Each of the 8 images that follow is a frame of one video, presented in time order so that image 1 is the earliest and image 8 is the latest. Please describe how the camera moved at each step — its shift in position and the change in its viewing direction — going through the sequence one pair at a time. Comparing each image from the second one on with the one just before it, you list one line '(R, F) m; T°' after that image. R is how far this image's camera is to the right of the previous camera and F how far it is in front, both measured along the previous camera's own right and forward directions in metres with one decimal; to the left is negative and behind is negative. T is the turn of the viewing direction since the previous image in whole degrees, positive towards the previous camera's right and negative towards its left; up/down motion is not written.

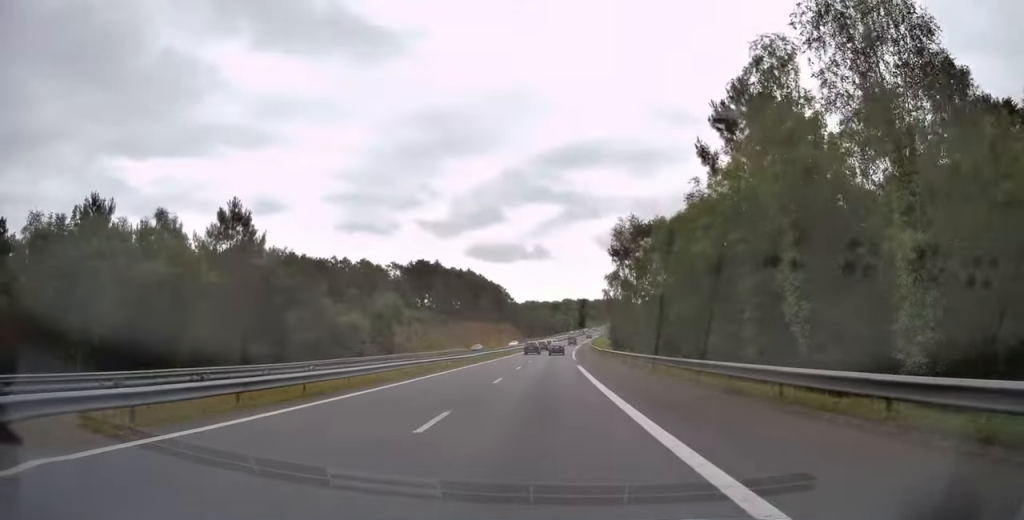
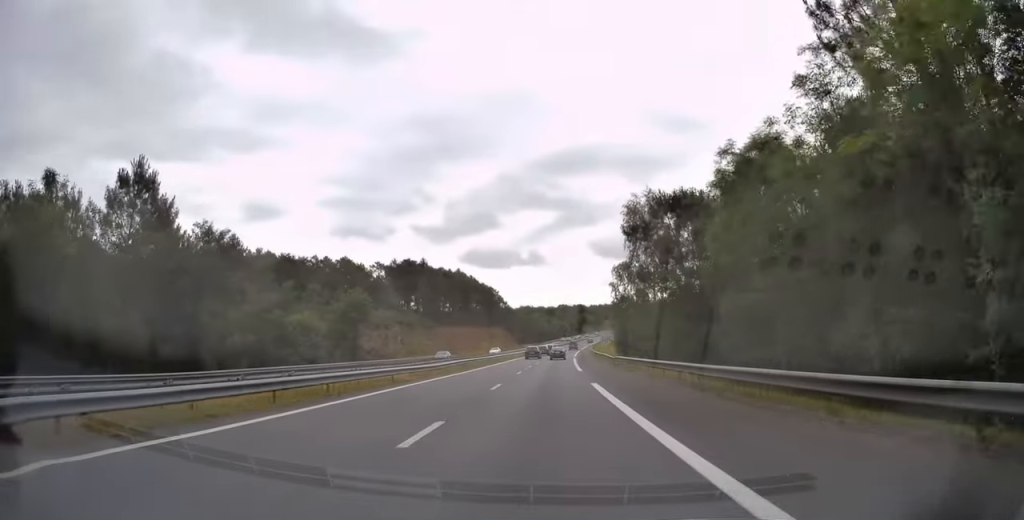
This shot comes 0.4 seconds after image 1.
(0.0, +14.0) m; 0°
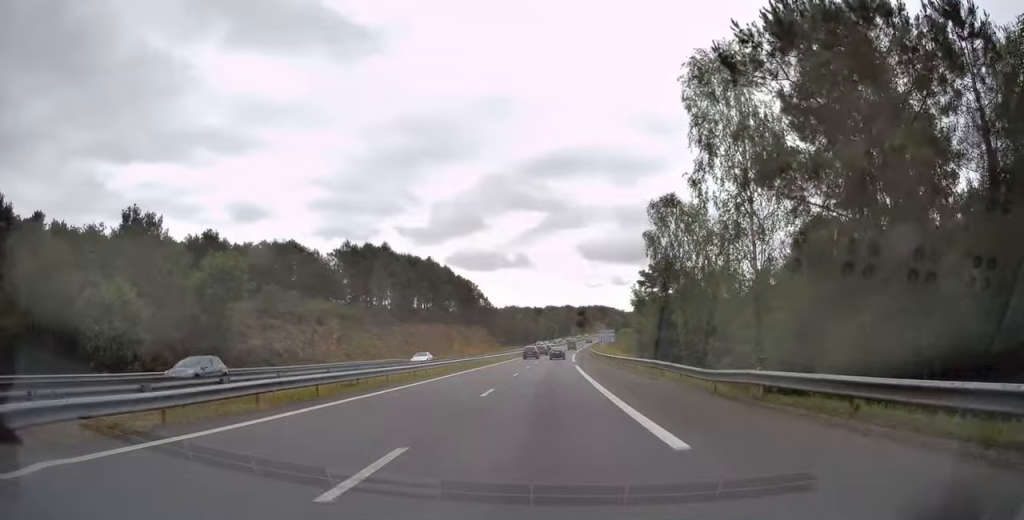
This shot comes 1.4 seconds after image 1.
(+0.1, +28.8) m; +2°
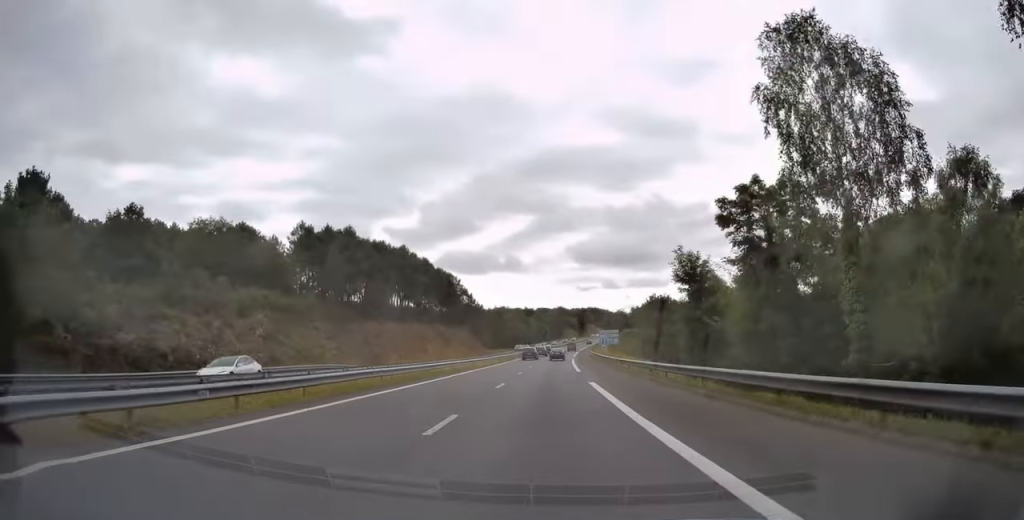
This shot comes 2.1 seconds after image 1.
(+0.5, +21.0) m; +1°
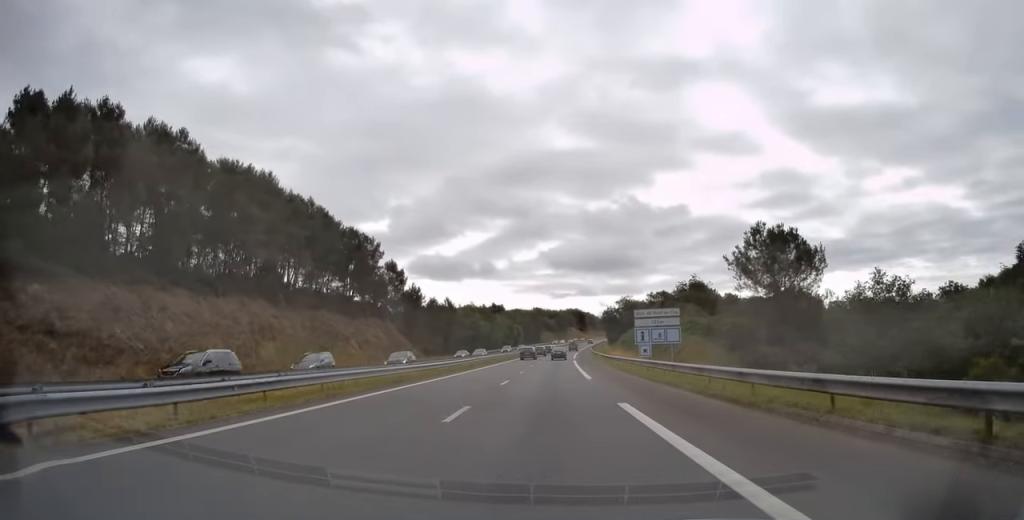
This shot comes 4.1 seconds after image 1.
(+1.4, +62.3) m; +2°
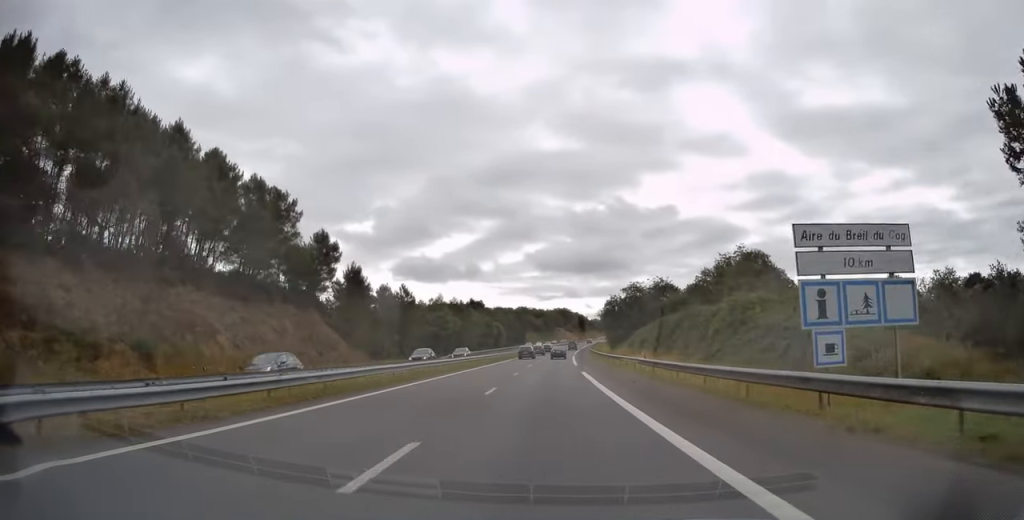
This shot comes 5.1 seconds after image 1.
(+0.2, +31.6) m; +1°
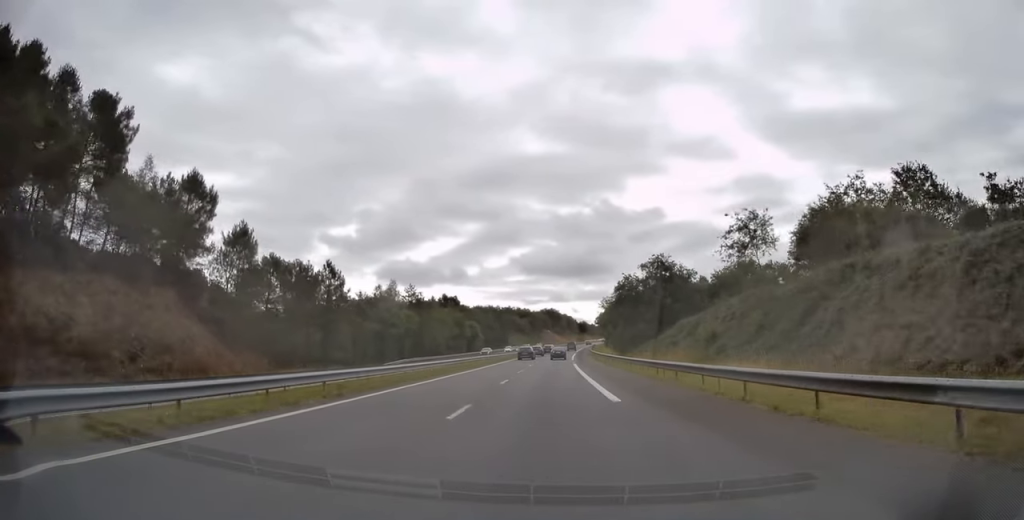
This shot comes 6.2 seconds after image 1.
(+0.3, +32.0) m; +2°
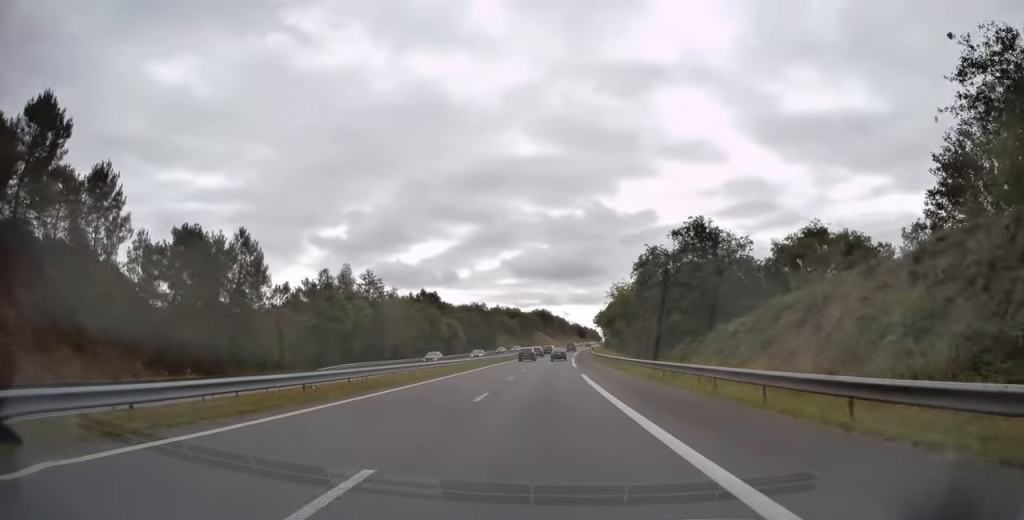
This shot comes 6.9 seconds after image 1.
(+0.3, +21.3) m; +1°
